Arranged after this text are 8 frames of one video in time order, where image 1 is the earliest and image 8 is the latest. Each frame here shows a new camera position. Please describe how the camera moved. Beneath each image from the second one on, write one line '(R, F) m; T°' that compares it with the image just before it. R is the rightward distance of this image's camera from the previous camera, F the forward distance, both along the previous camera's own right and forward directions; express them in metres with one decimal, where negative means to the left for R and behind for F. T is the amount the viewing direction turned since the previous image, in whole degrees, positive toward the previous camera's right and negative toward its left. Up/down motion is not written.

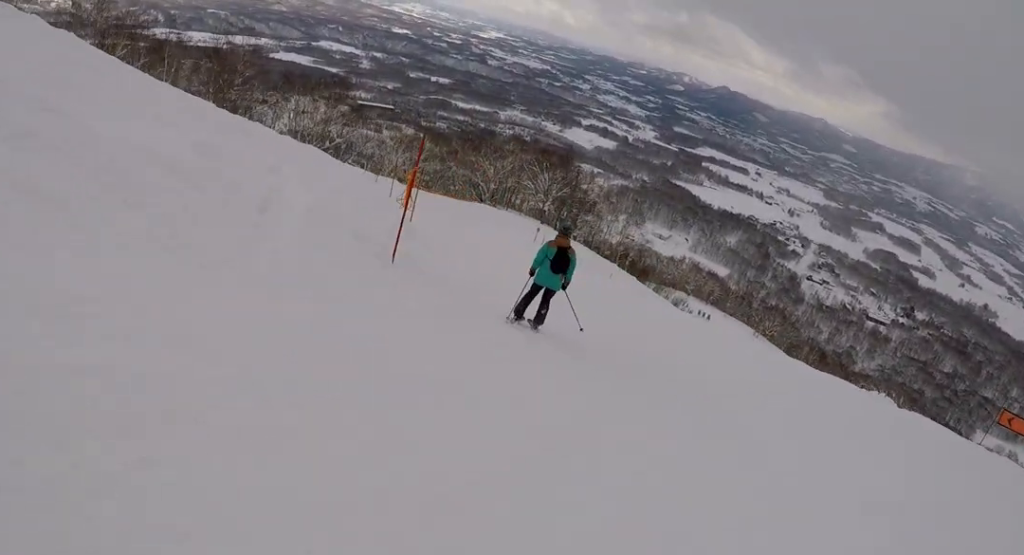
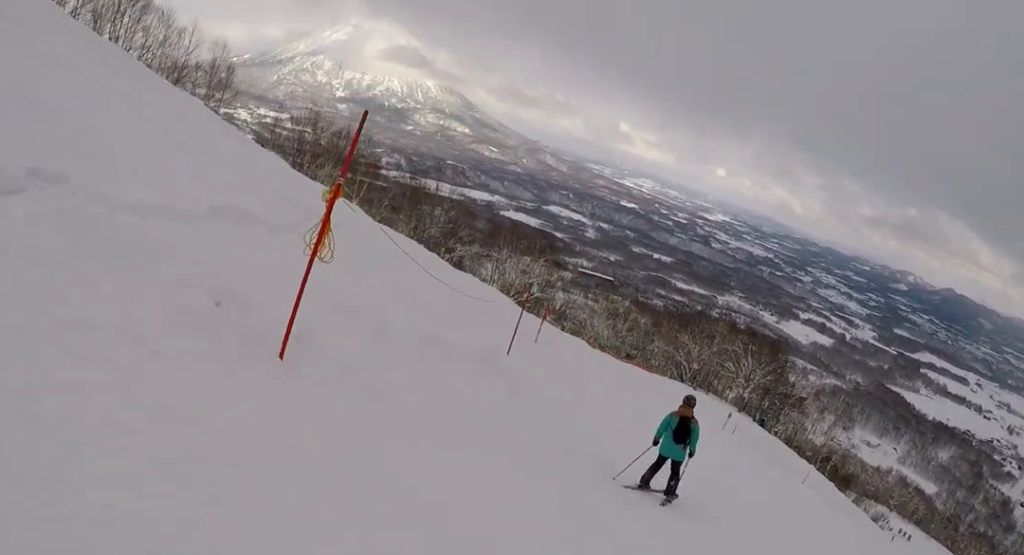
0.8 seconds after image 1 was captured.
(-0.8, +5.7) m; -14°
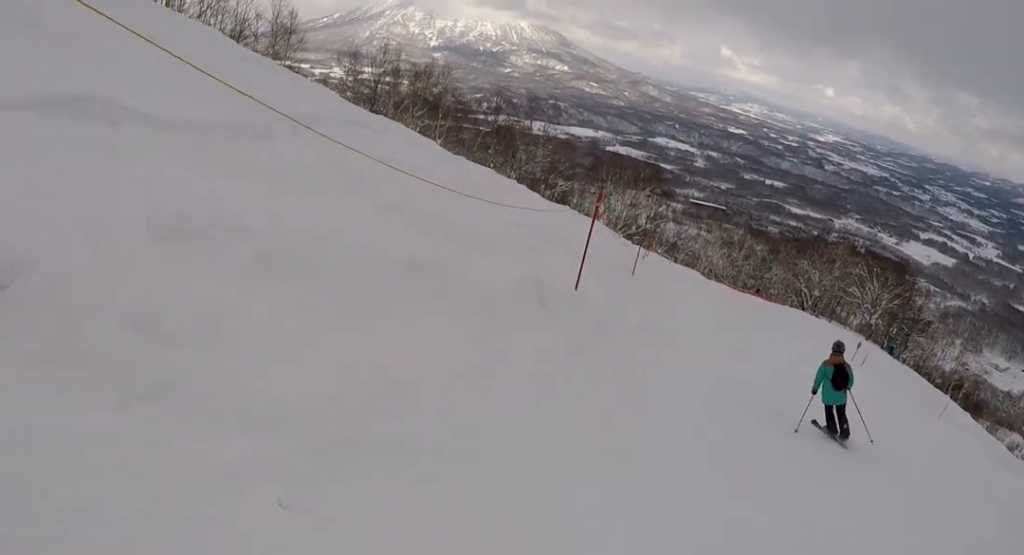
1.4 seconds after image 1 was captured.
(-0.6, +3.9) m; 0°
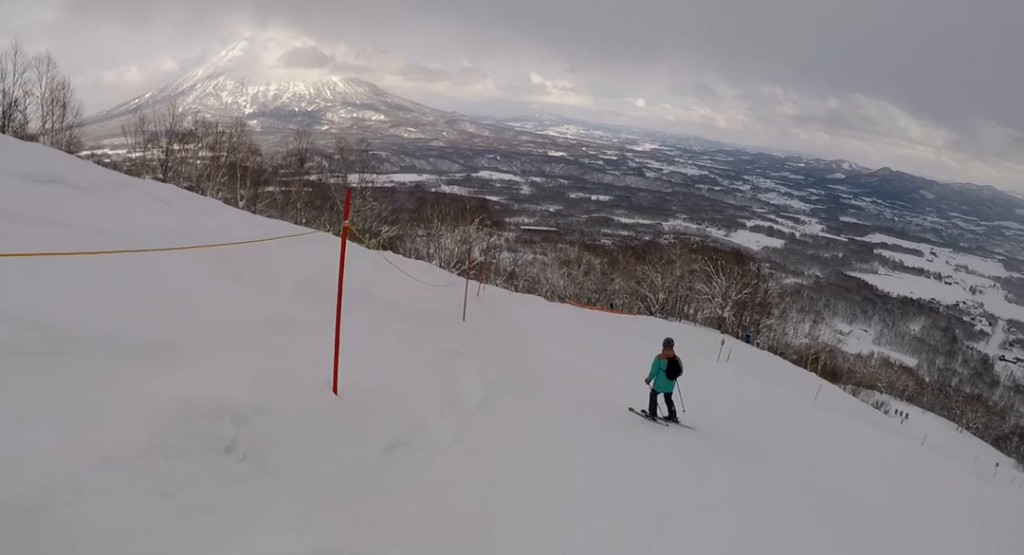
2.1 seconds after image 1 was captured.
(0.0, +5.2) m; -3°
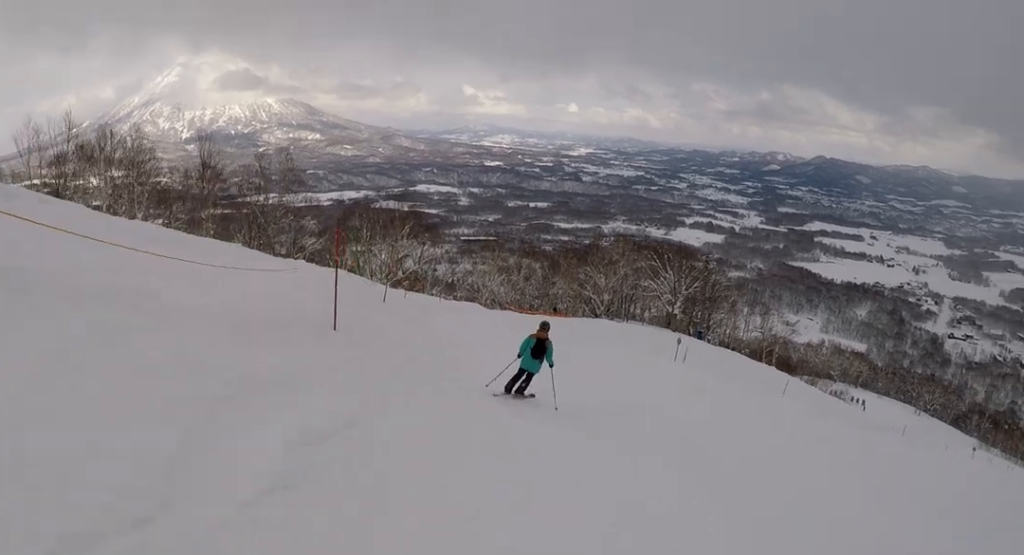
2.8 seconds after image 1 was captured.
(+0.7, +4.7) m; -4°
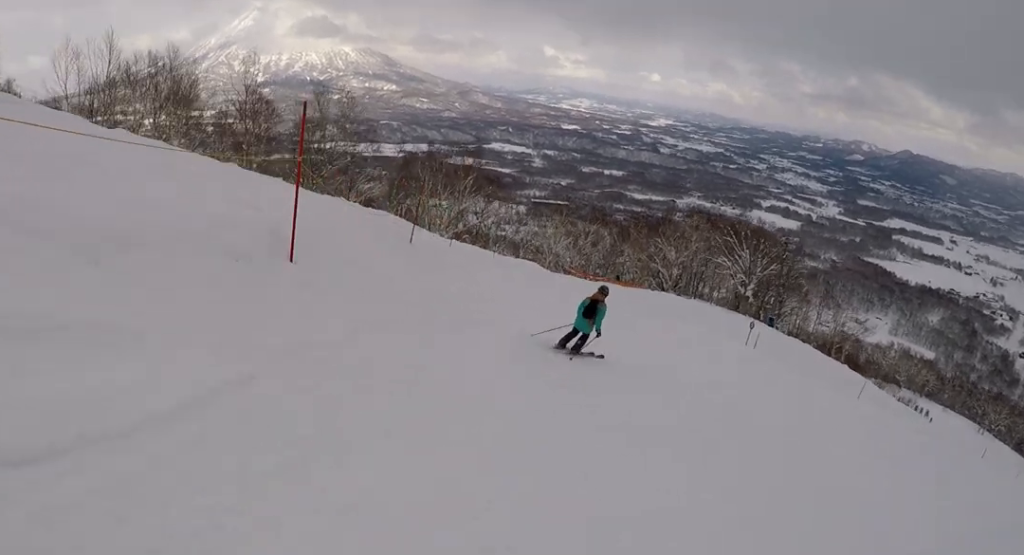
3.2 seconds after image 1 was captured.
(-0.8, +3.1) m; 0°
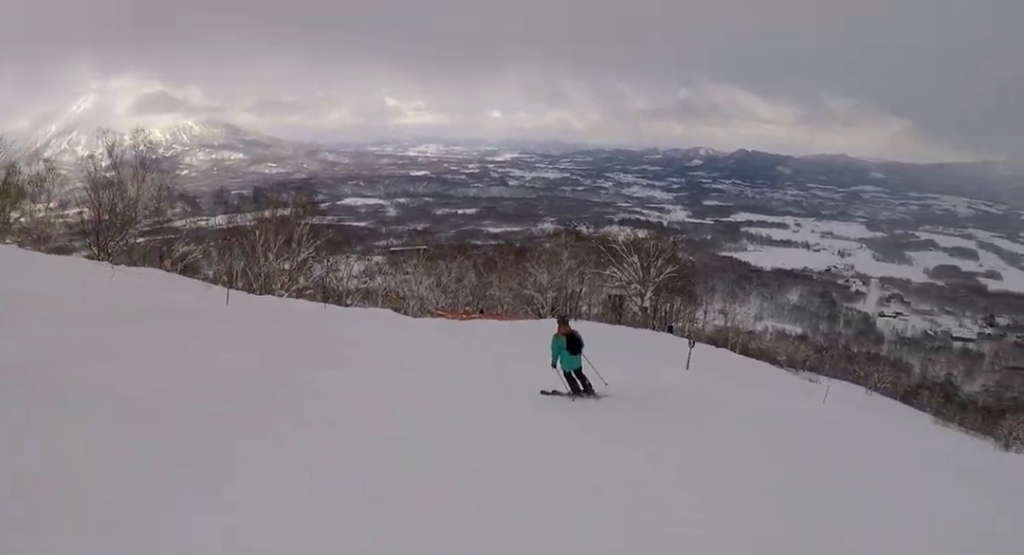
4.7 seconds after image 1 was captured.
(+0.8, +10.5) m; 0°
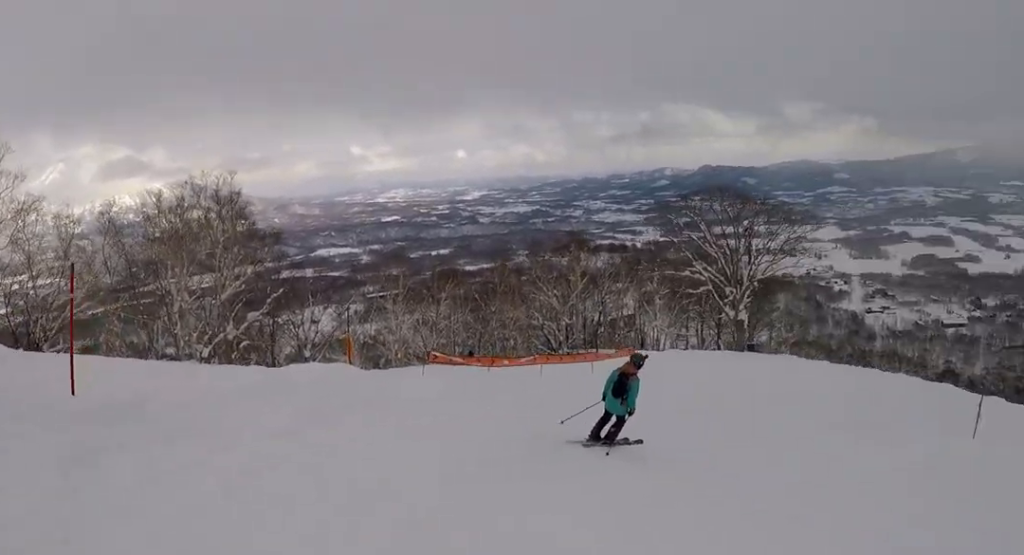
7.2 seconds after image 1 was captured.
(+0.2, +18.8) m; +26°
